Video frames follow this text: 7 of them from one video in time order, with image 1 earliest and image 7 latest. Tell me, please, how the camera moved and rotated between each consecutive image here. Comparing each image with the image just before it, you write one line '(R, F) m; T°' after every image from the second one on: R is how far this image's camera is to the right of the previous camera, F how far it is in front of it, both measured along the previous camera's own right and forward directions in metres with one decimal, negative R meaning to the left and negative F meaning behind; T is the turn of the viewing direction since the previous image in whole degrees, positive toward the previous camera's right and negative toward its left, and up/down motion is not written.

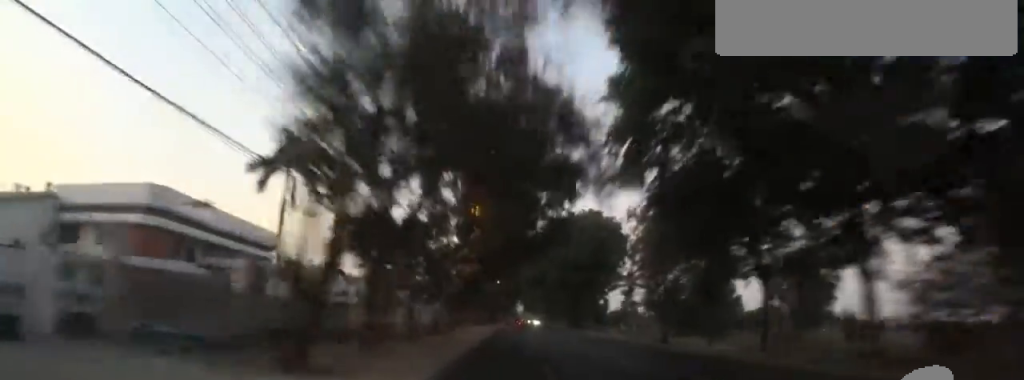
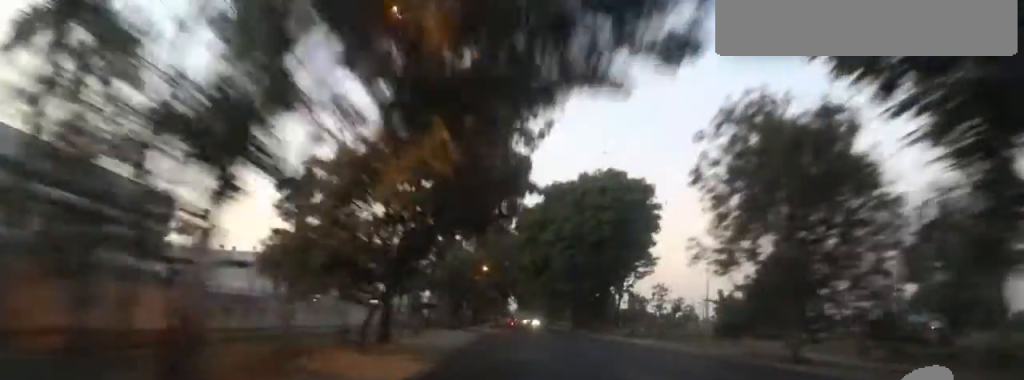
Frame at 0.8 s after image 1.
(0.0, +20.1) m; +2°
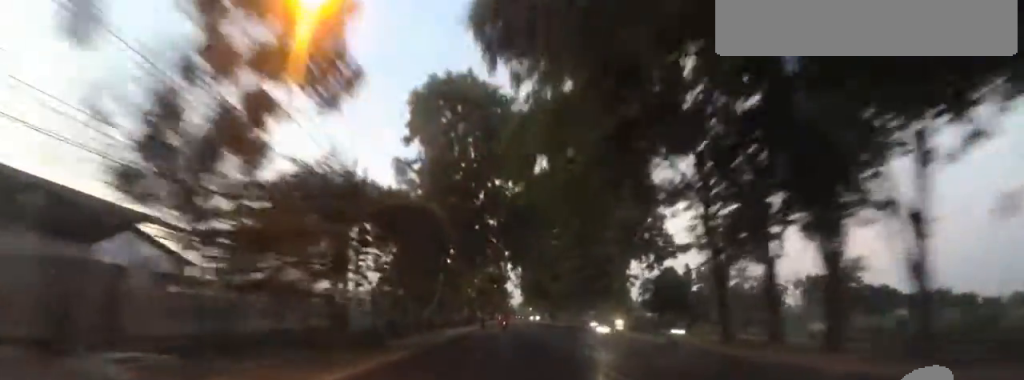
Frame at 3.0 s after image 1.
(+0.6, +55.2) m; +1°
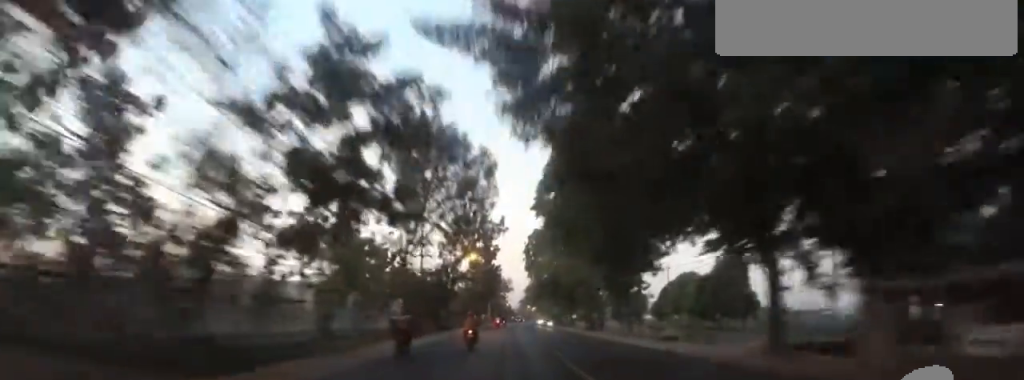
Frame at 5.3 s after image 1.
(+1.4, +55.2) m; -1°
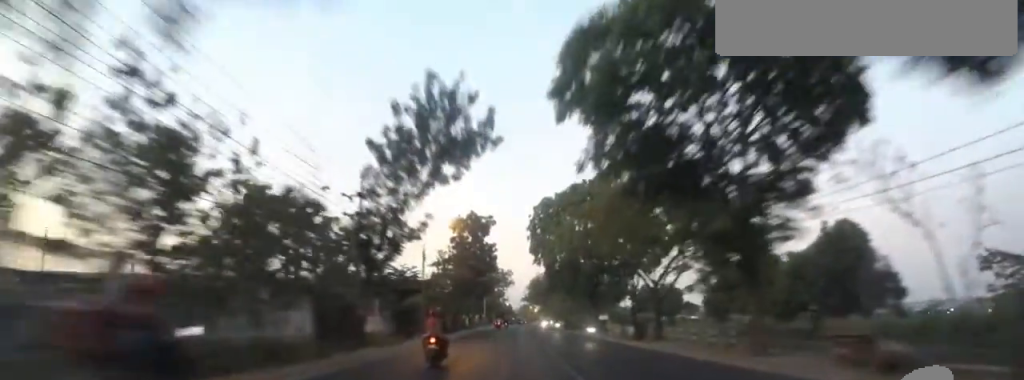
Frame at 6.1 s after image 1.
(-0.7, +19.9) m; -2°
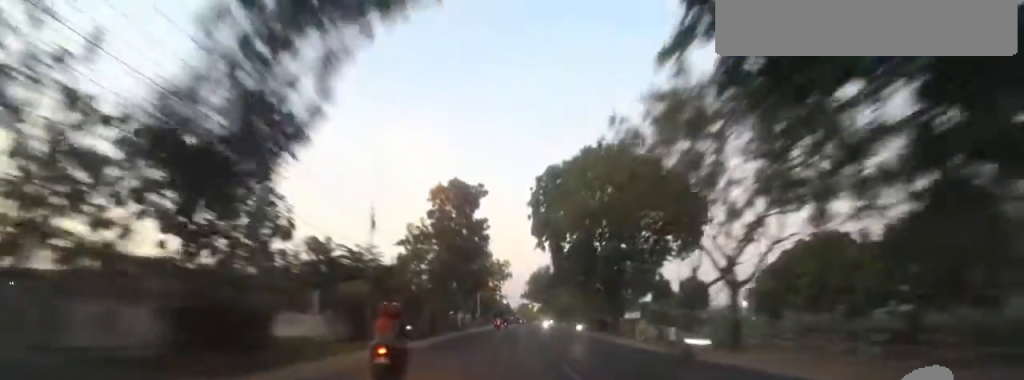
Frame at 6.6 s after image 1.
(-1.0, +11.2) m; 0°
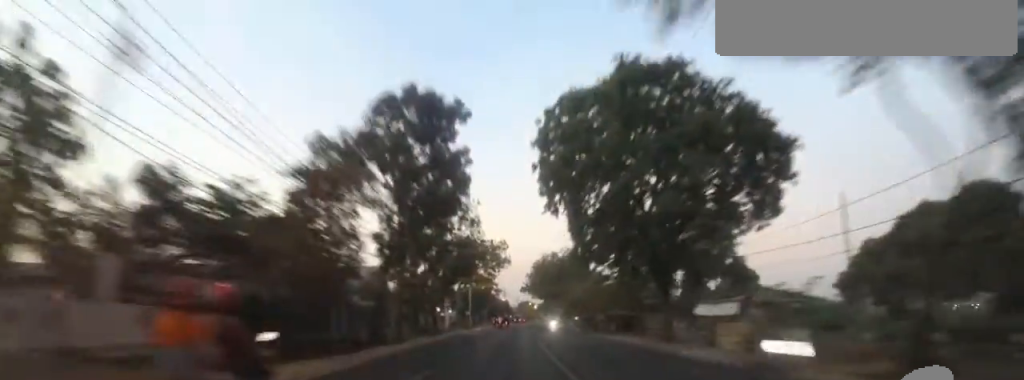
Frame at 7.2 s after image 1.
(+0.7, +14.3) m; +2°
